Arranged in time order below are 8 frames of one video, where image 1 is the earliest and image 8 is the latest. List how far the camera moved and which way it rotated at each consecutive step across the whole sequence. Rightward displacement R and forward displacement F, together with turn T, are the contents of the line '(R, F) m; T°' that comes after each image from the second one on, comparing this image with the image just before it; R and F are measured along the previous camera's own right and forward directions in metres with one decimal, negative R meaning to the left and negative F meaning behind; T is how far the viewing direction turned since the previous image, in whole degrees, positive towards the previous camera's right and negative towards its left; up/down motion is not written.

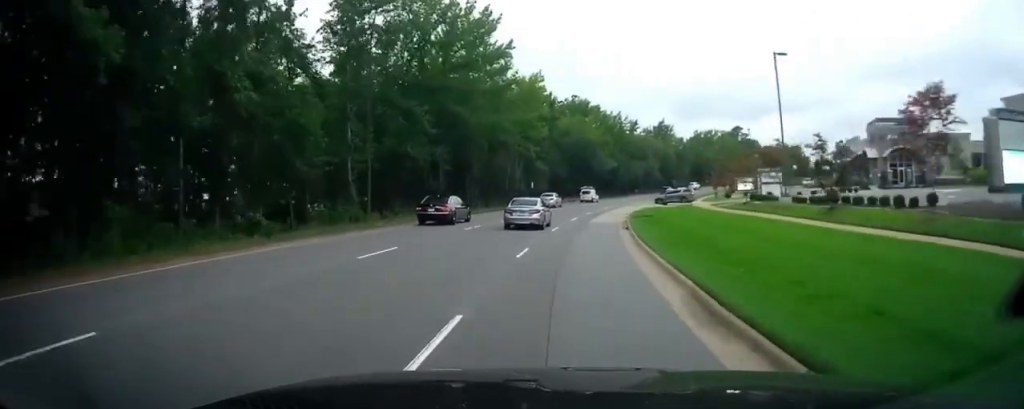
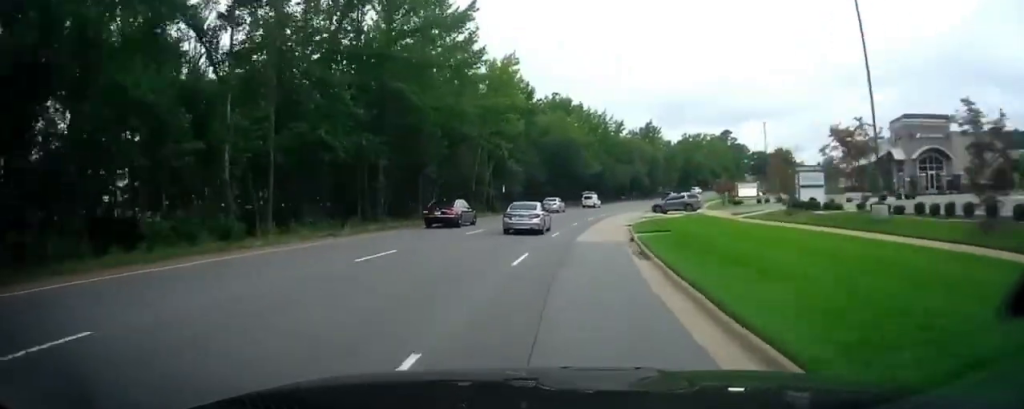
(+0.1, +12.1) m; +2°
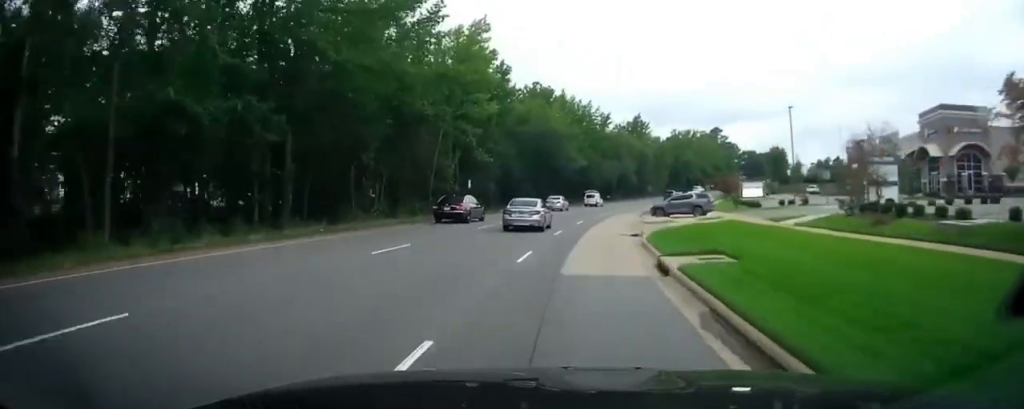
(+0.3, +12.1) m; +2°
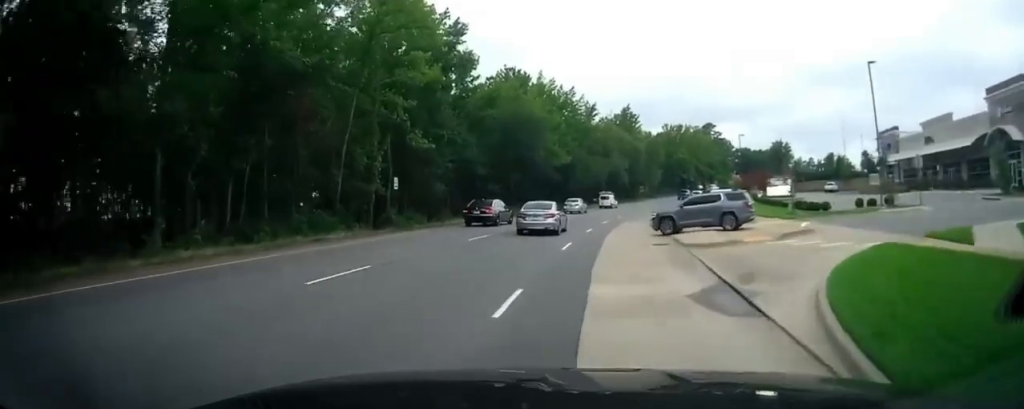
(+0.5, +17.4) m; +1°
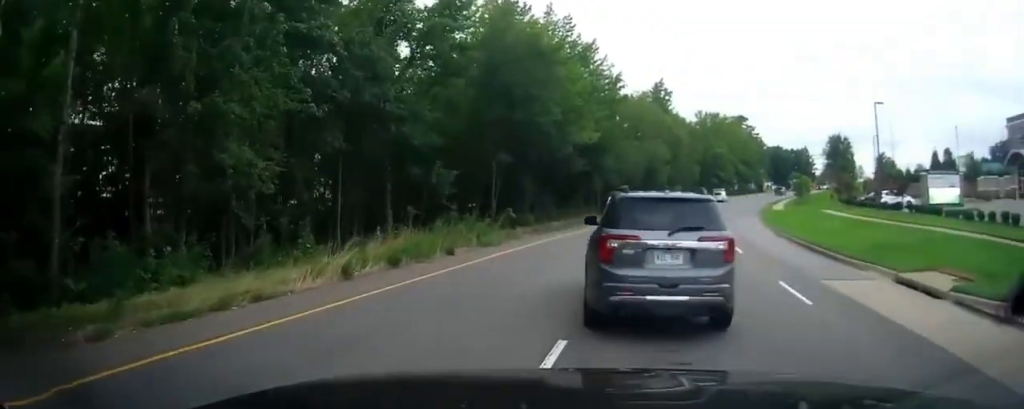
(+0.3, +33.0) m; +9°
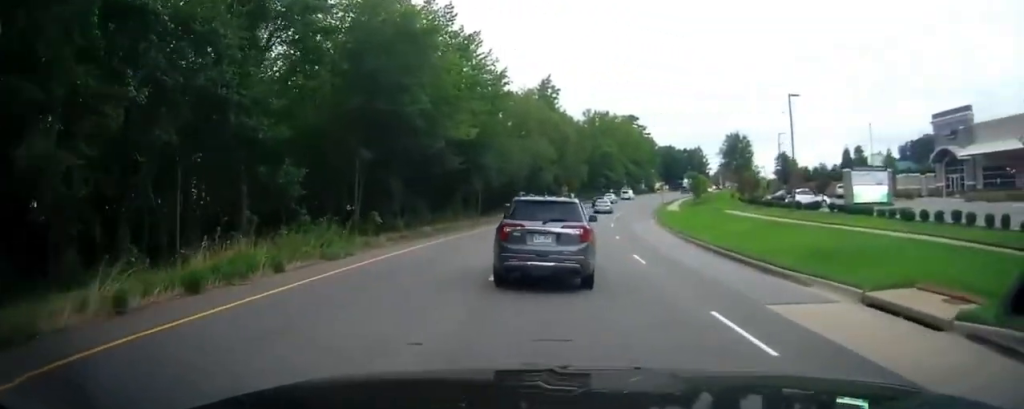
(+0.3, +4.1) m; +7°
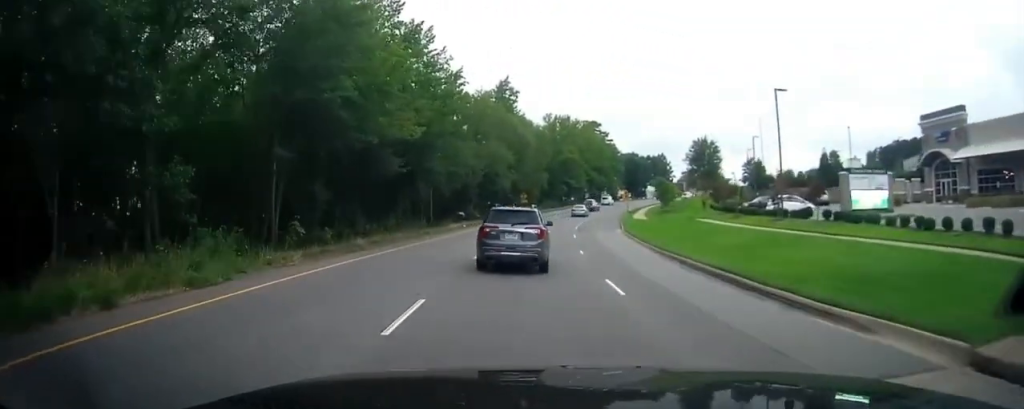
(+0.3, +3.9) m; +3°
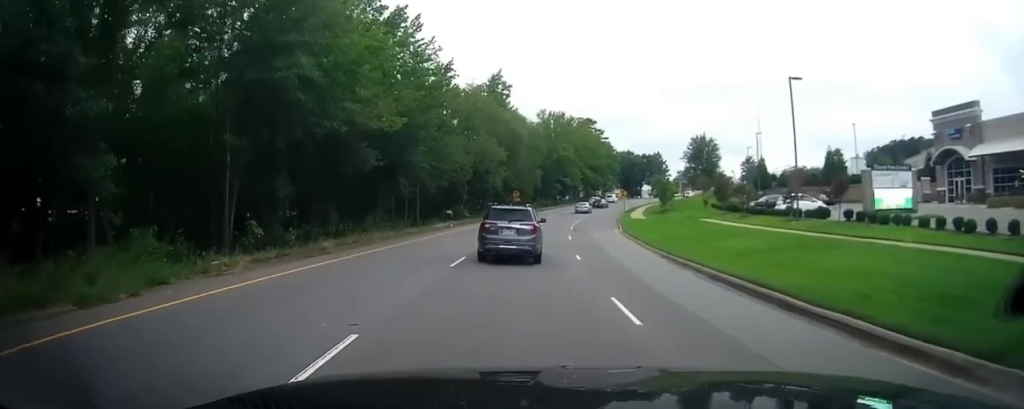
(0.0, +2.6) m; 0°
